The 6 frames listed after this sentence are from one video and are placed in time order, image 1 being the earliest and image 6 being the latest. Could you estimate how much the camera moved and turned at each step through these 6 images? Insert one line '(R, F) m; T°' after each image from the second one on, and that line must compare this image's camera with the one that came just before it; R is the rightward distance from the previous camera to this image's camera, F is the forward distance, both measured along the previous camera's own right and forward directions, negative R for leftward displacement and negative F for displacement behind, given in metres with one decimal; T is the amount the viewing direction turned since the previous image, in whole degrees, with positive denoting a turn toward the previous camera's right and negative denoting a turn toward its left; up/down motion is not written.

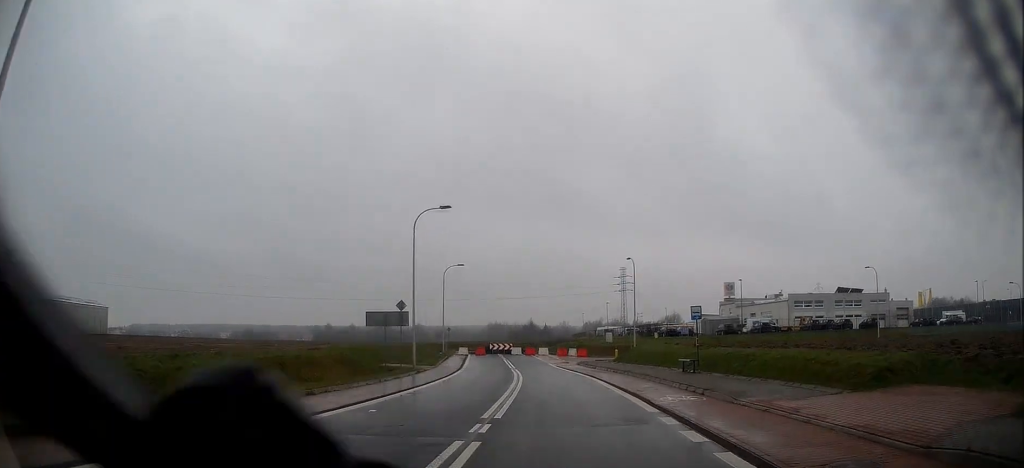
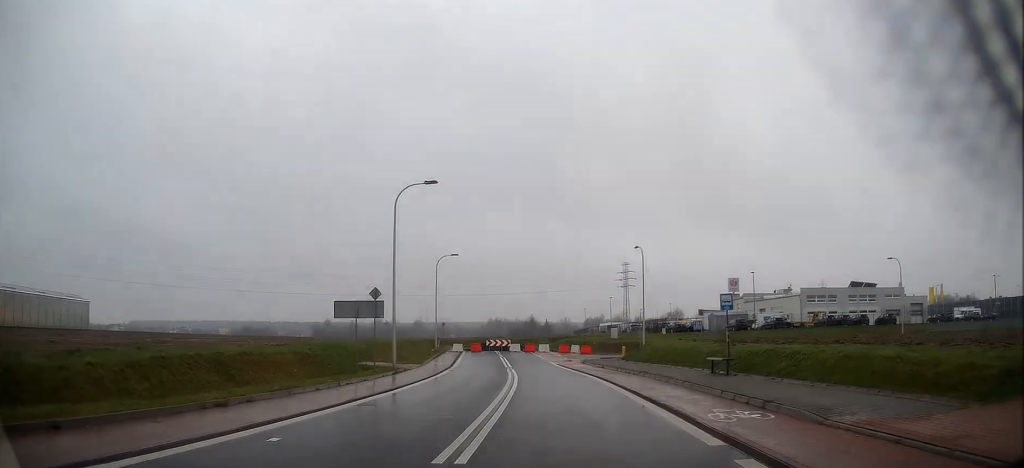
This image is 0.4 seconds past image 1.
(+0.1, +4.7) m; 0°
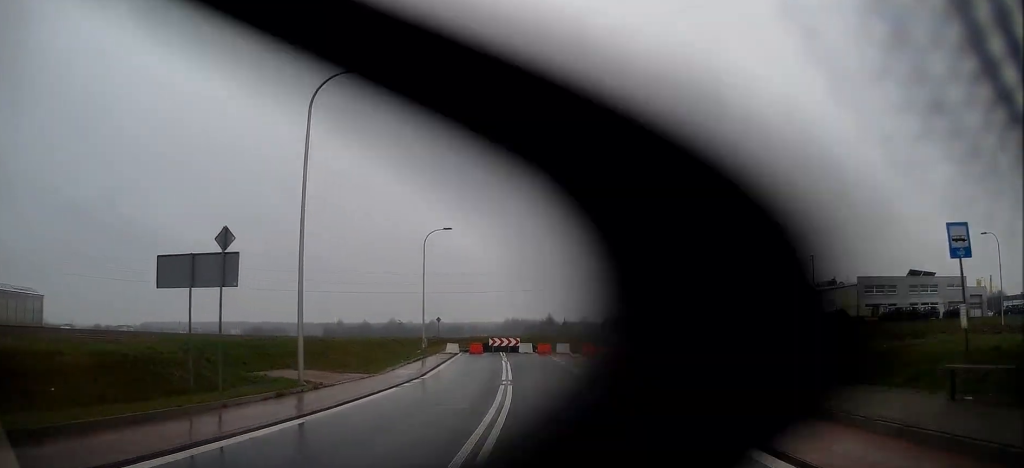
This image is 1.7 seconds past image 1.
(-0.1, +13.6) m; -1°
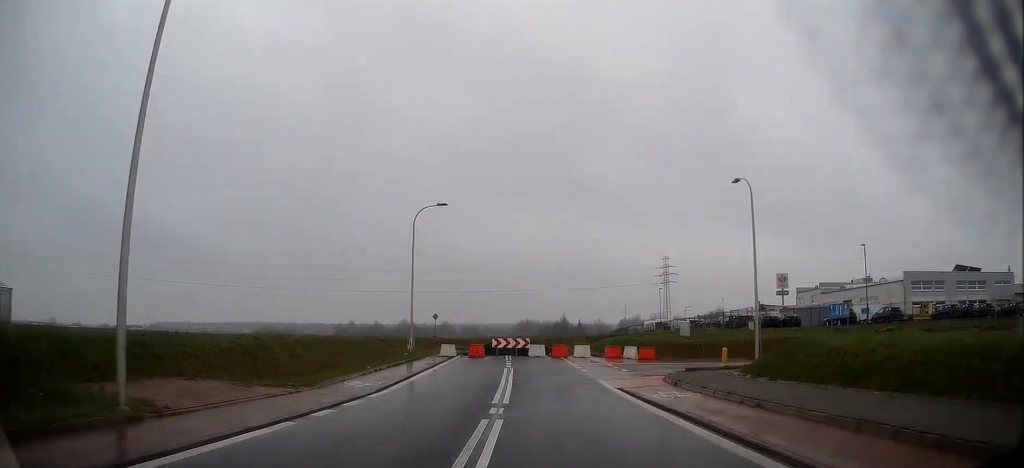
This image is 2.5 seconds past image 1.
(-0.1, +8.3) m; 0°
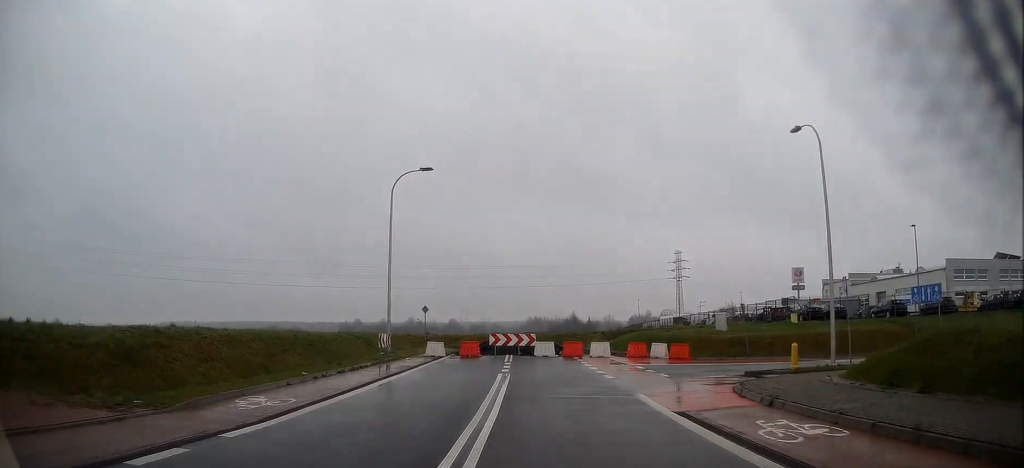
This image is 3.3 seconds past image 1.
(0.0, +7.2) m; 0°
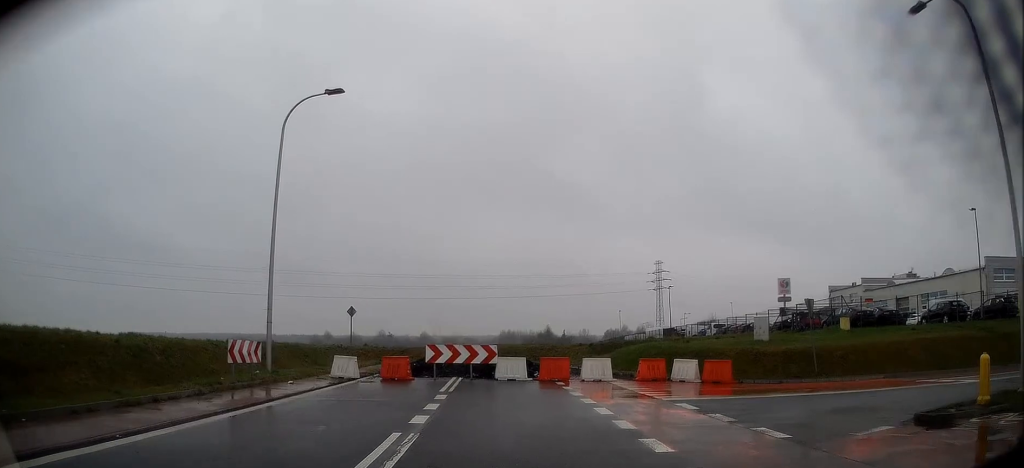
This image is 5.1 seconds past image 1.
(0.0, +12.5) m; +4°
